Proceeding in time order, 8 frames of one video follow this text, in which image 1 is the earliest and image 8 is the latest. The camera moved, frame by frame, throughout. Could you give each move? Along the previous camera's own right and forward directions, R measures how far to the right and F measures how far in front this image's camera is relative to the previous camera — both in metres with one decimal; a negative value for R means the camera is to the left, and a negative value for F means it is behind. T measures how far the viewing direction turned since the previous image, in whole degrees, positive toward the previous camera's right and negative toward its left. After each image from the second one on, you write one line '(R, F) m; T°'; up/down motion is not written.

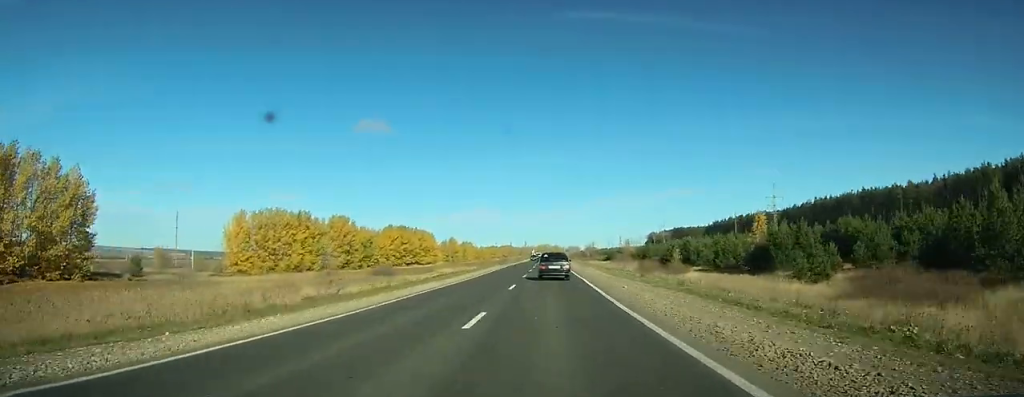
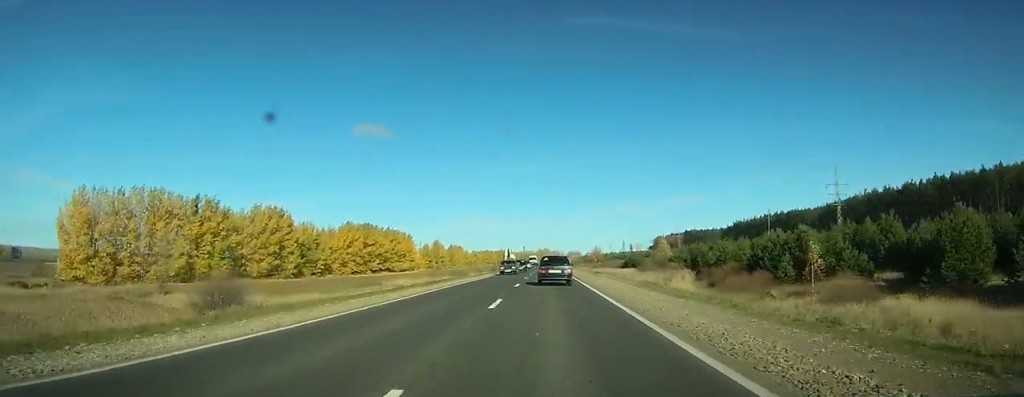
(+0.2, +52.8) m; 0°
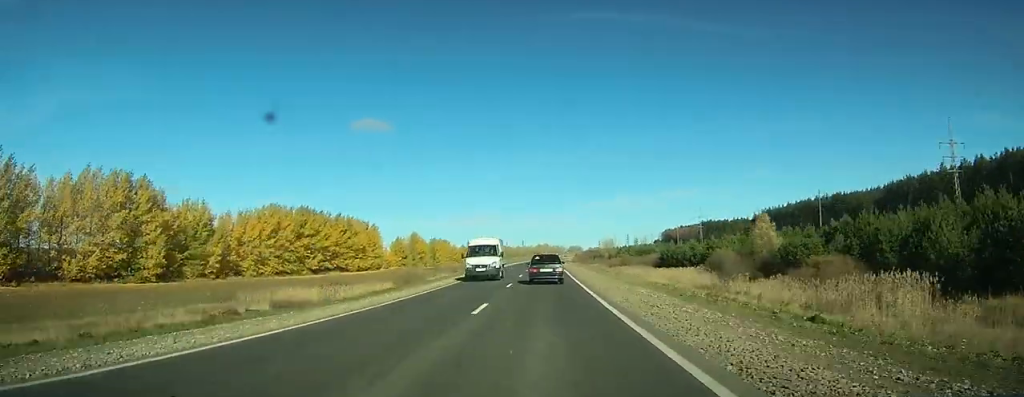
(-0.2, +60.8) m; 0°
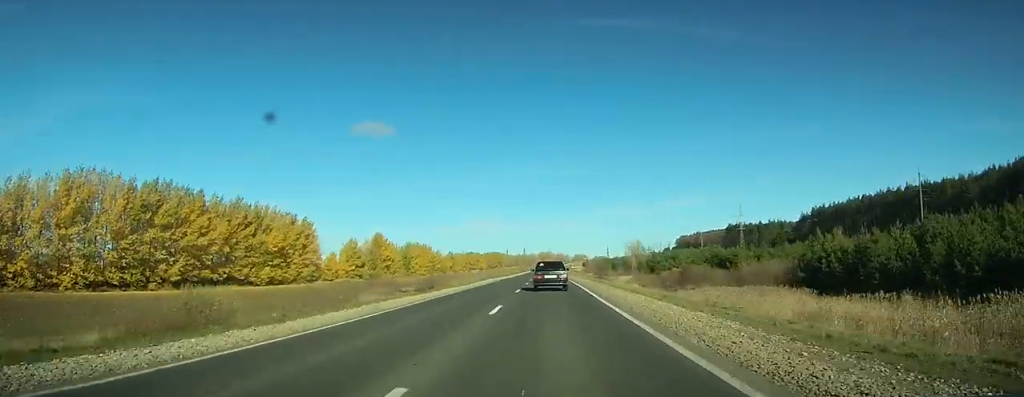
(-0.2, +72.2) m; 0°
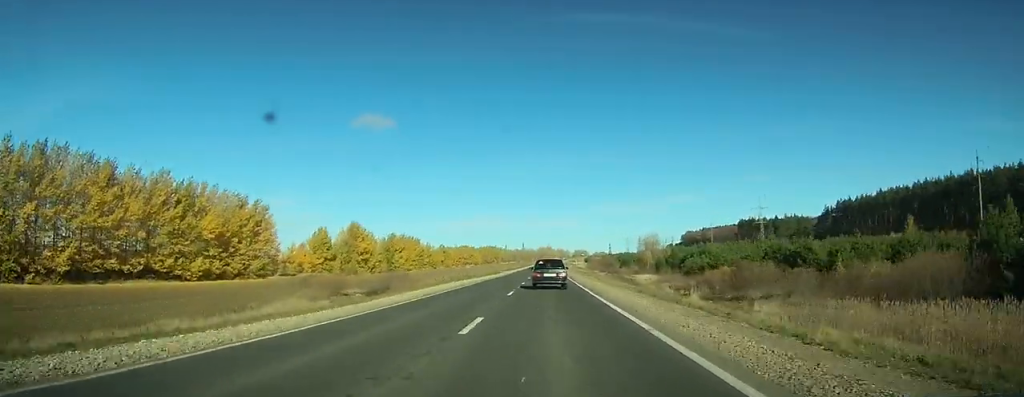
(+0.1, +30.4) m; 0°
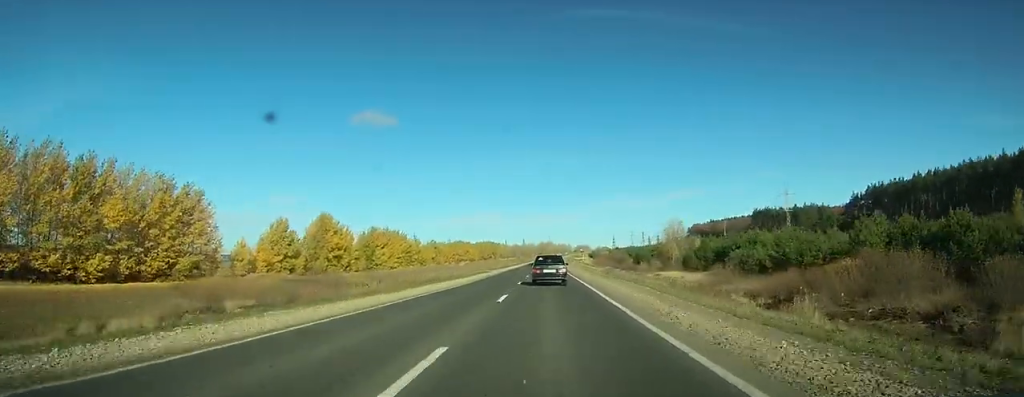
(0.0, +30.8) m; 0°
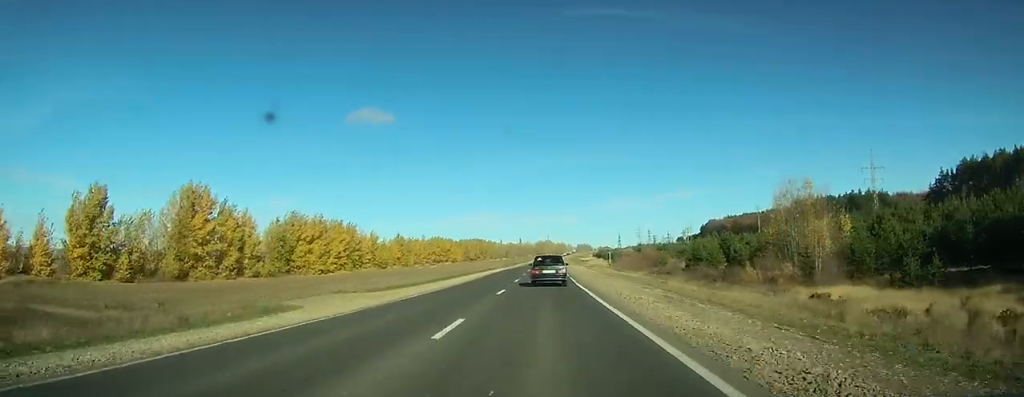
(-0.1, +76.6) m; 0°
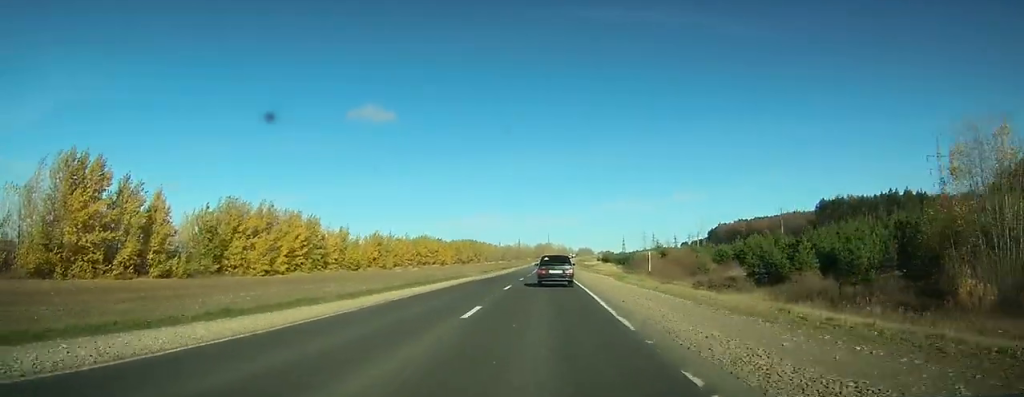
(-0.1, +37.1) m; 0°
